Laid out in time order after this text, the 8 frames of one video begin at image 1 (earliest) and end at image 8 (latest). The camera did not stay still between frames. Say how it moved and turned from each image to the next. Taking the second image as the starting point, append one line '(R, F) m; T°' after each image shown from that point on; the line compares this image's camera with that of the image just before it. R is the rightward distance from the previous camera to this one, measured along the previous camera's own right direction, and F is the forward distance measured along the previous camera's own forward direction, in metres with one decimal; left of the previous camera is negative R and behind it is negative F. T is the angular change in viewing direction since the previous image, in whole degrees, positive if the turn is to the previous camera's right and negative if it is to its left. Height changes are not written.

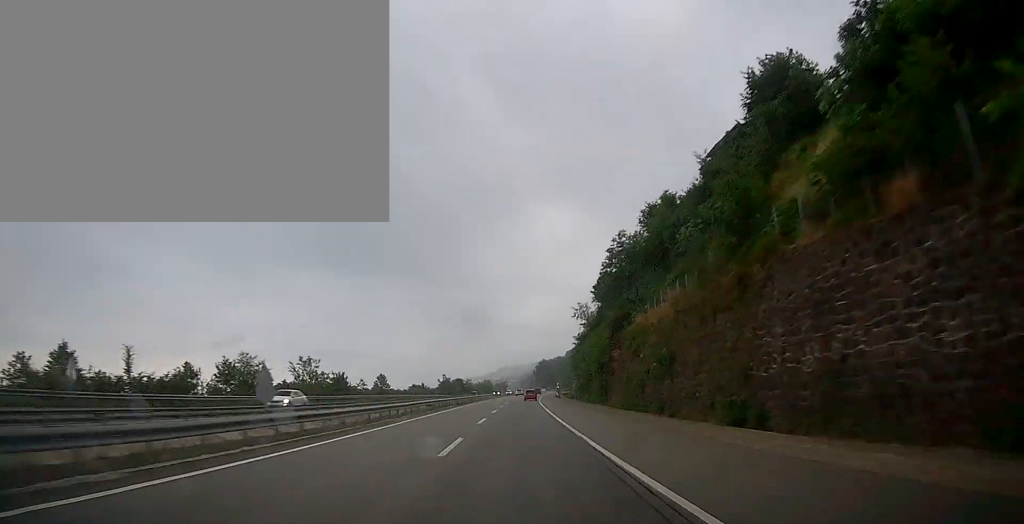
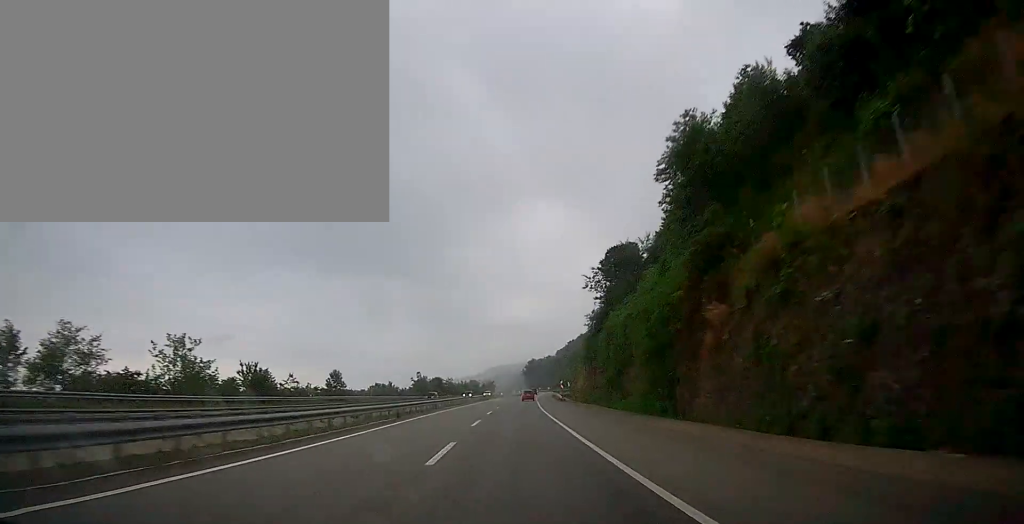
(+0.1, +24.9) m; 0°
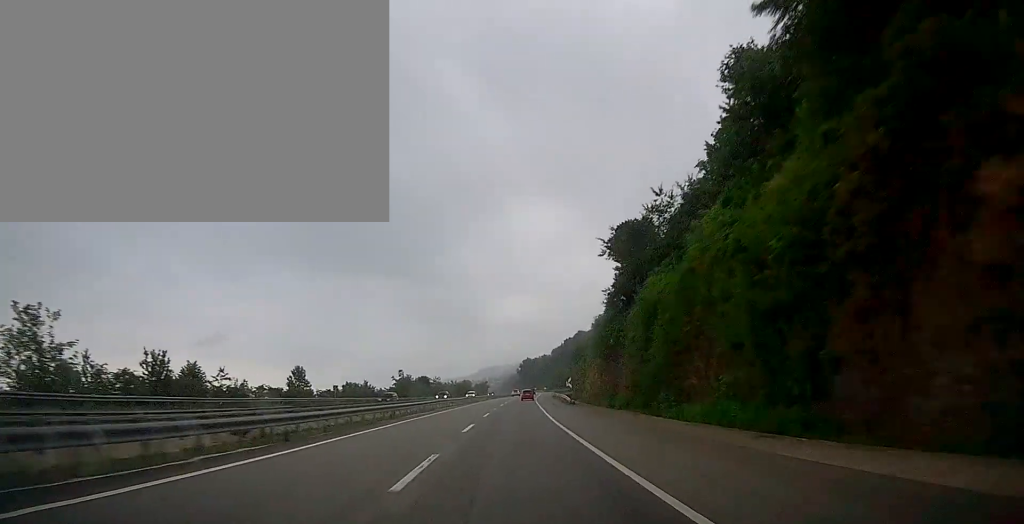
(0.0, +14.9) m; 0°
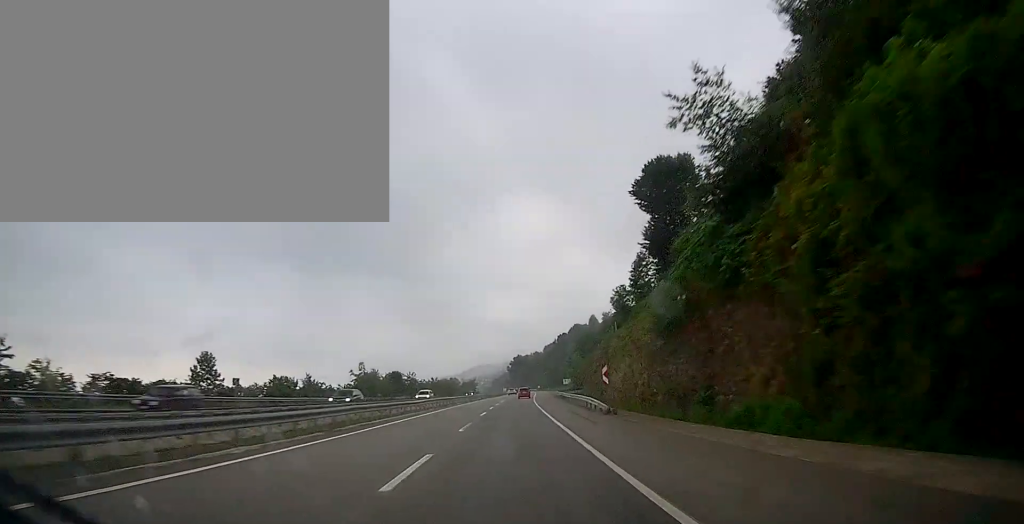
(+0.1, +23.9) m; +1°
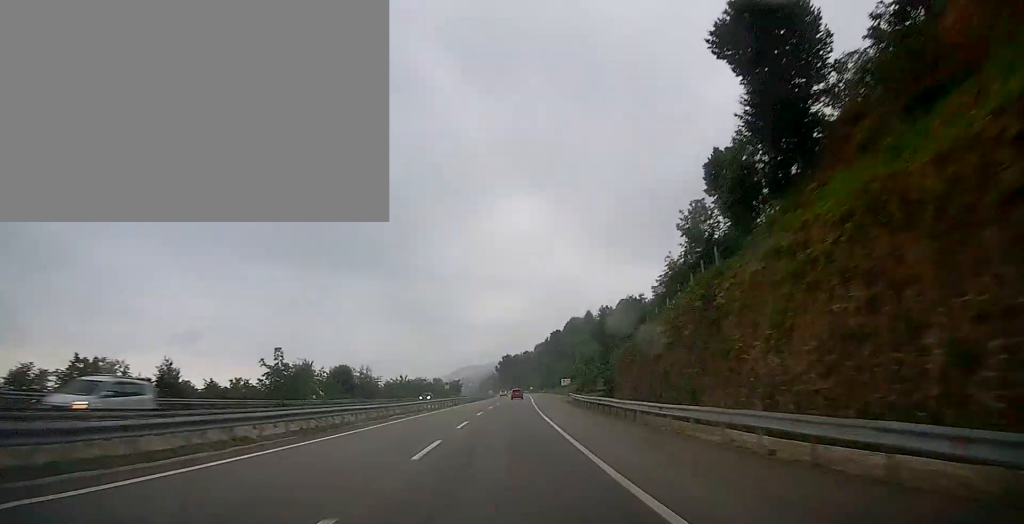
(+0.5, +29.9) m; +1°
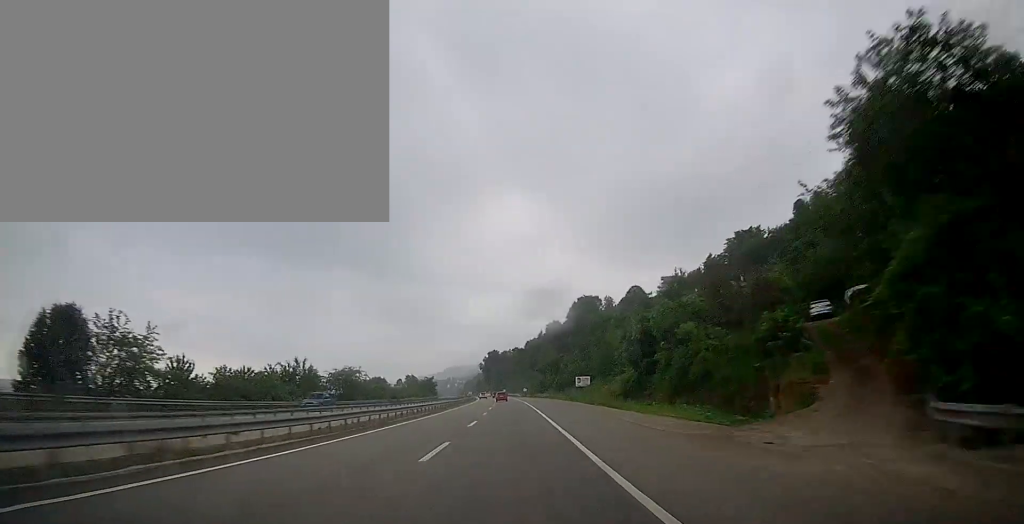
(+0.7, +55.8) m; +1°
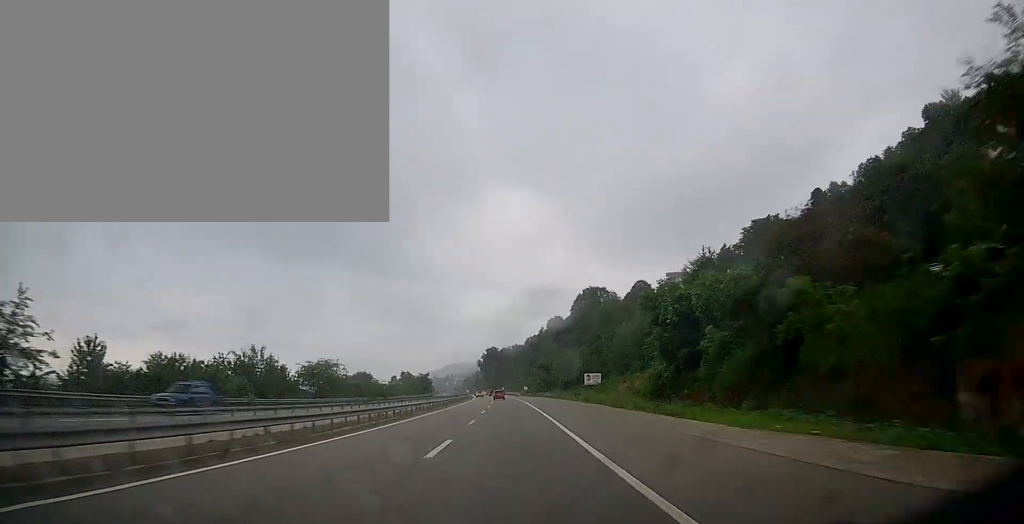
(+0.2, +12.0) m; 0°
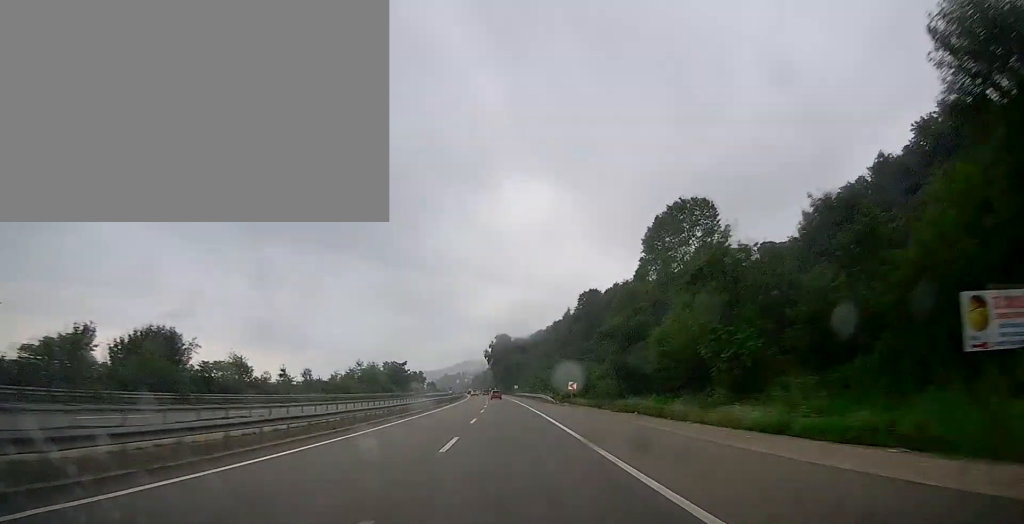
(-0.7, +70.8) m; -1°
